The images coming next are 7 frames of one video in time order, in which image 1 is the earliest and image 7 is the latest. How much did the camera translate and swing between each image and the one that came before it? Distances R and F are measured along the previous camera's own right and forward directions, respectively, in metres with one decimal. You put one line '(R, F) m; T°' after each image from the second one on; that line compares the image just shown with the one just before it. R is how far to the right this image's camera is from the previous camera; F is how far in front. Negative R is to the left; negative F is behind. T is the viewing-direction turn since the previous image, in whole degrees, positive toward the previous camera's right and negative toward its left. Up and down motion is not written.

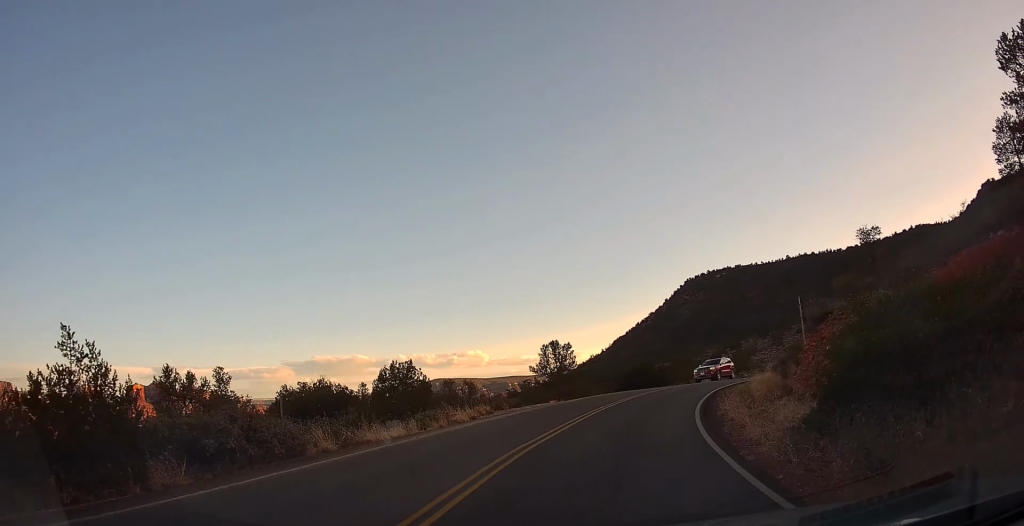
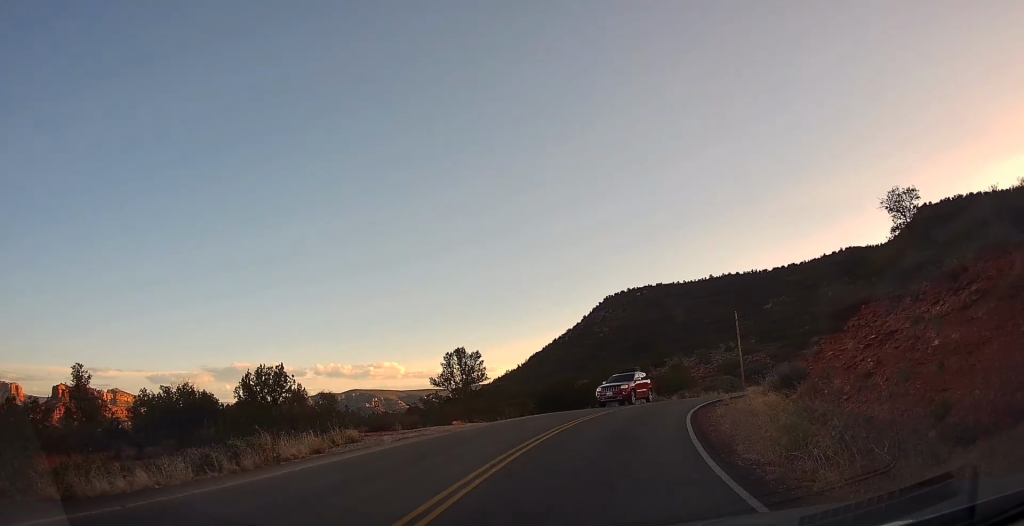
(+0.7, +8.4) m; +9°
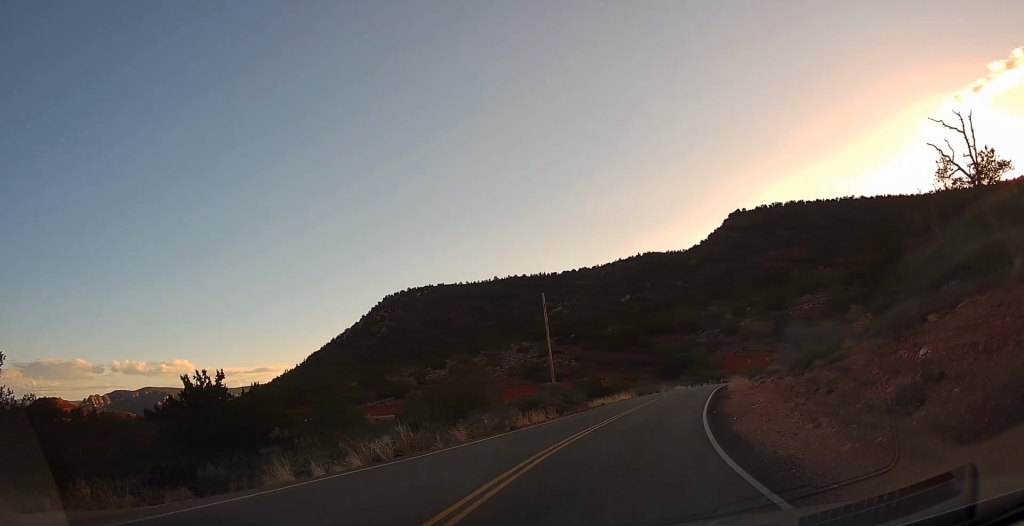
(+7.1, +28.4) m; +28°
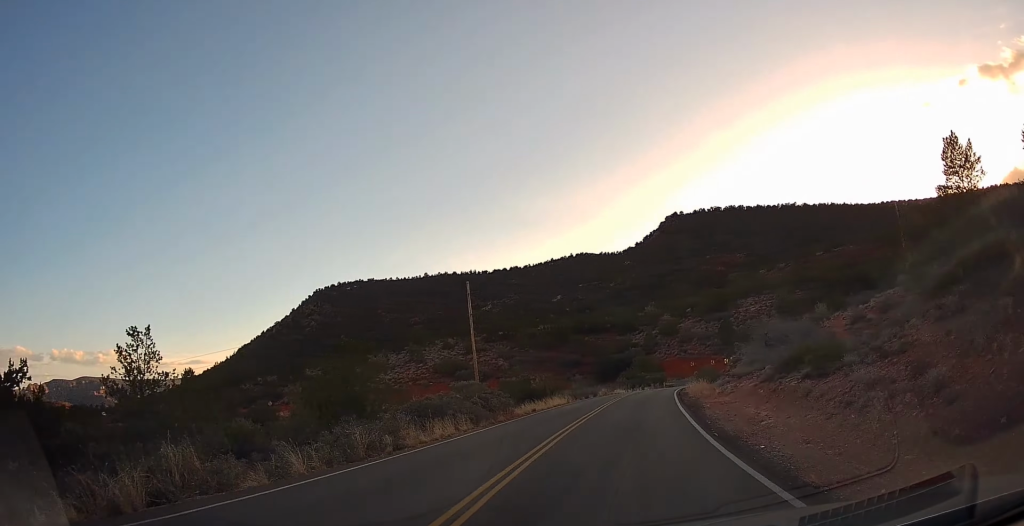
(+0.5, +8.3) m; +7°
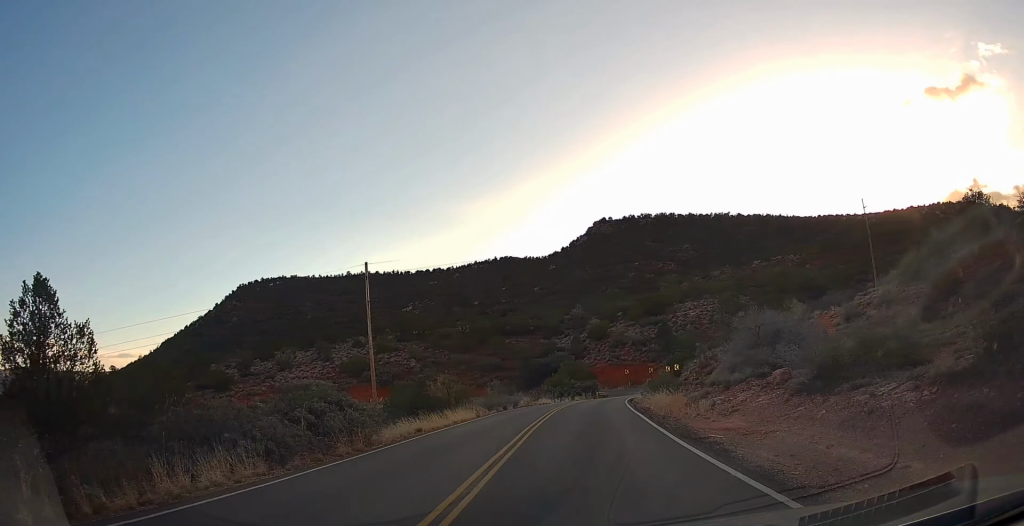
(+1.1, +11.3) m; +6°
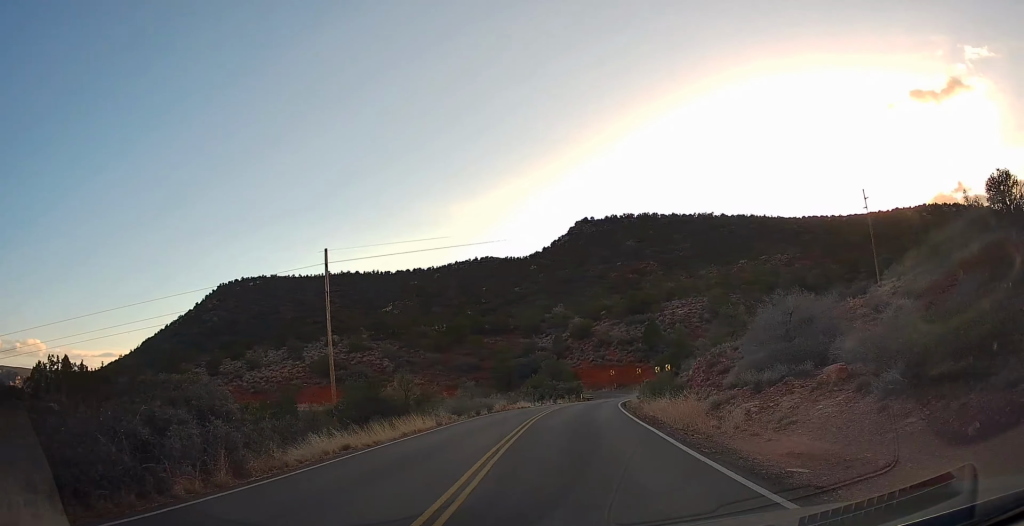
(0.0, +5.7) m; 0°
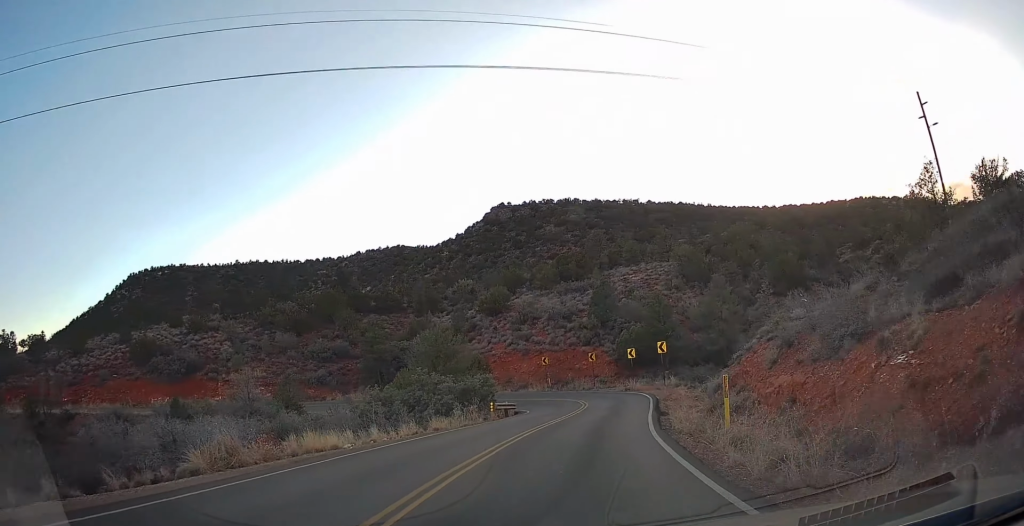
(+2.0, +31.6) m; +9°
